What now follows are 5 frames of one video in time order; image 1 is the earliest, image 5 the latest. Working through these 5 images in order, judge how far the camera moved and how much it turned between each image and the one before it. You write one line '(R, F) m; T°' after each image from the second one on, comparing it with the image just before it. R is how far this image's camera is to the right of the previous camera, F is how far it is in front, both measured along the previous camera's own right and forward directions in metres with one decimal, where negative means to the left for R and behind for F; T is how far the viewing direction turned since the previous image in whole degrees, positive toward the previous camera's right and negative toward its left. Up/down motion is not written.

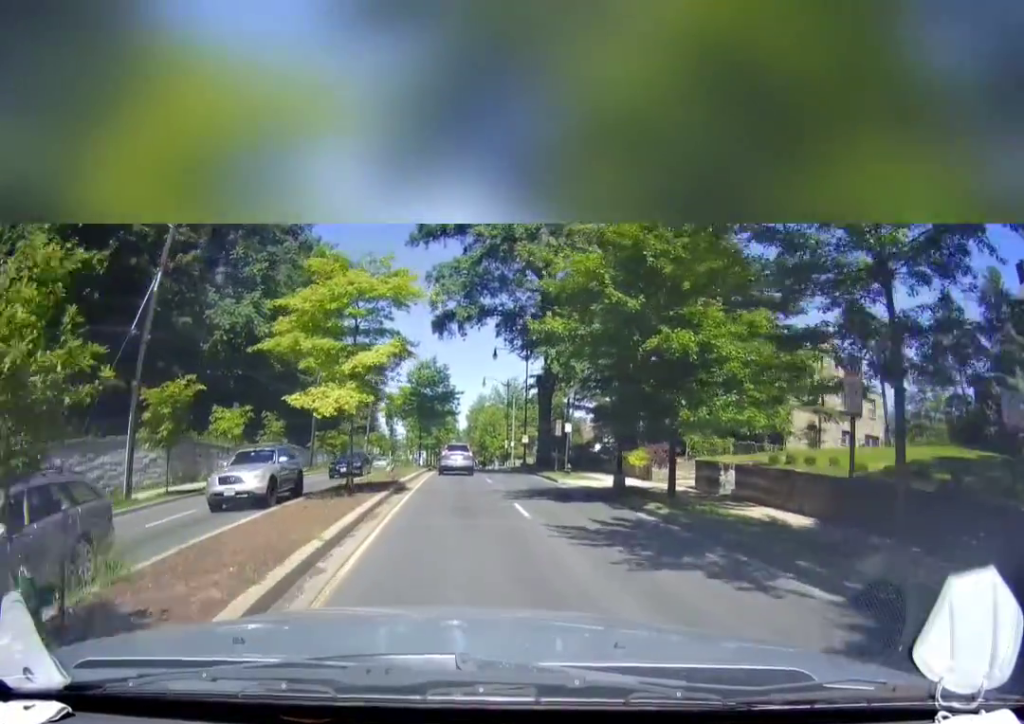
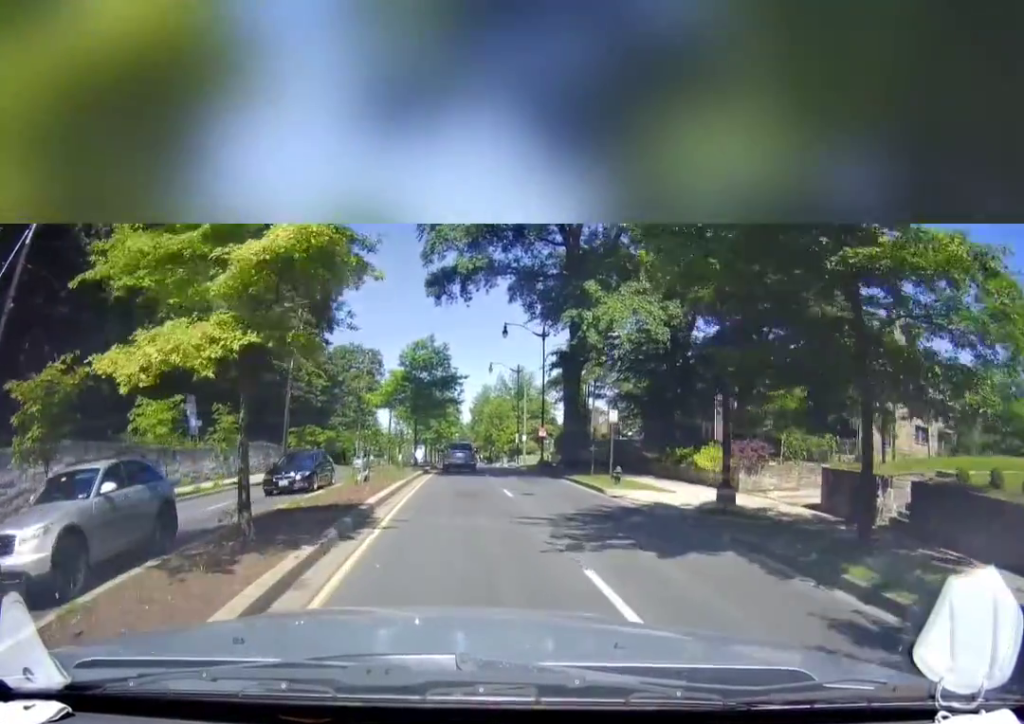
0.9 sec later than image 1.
(0.0, +8.7) m; -1°
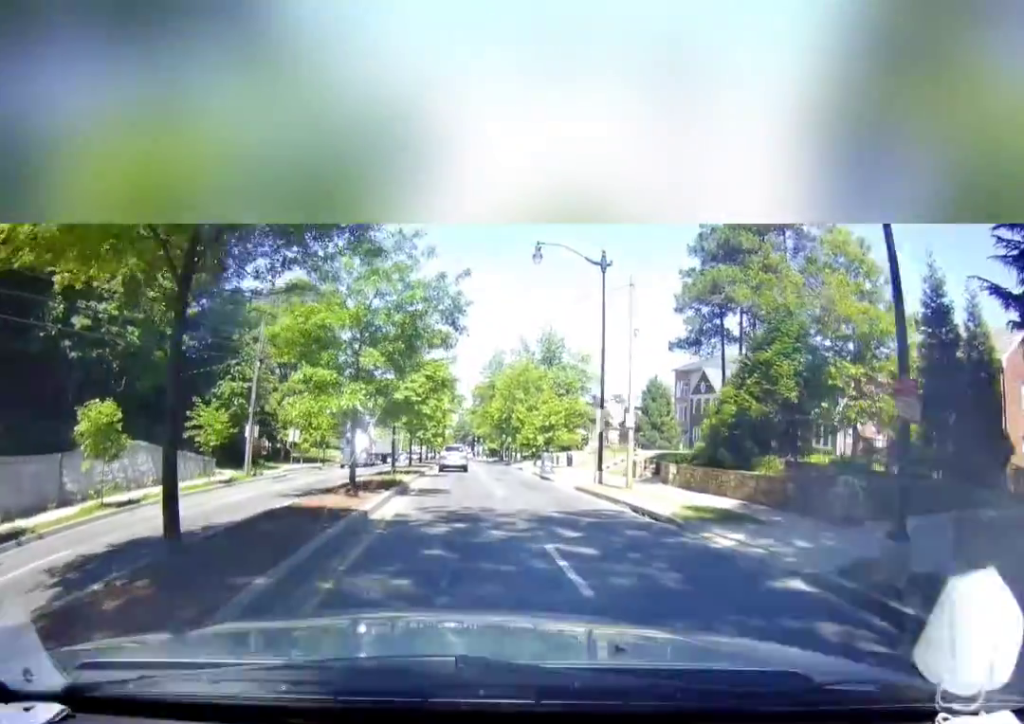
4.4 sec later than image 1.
(-0.9, +34.5) m; -2°
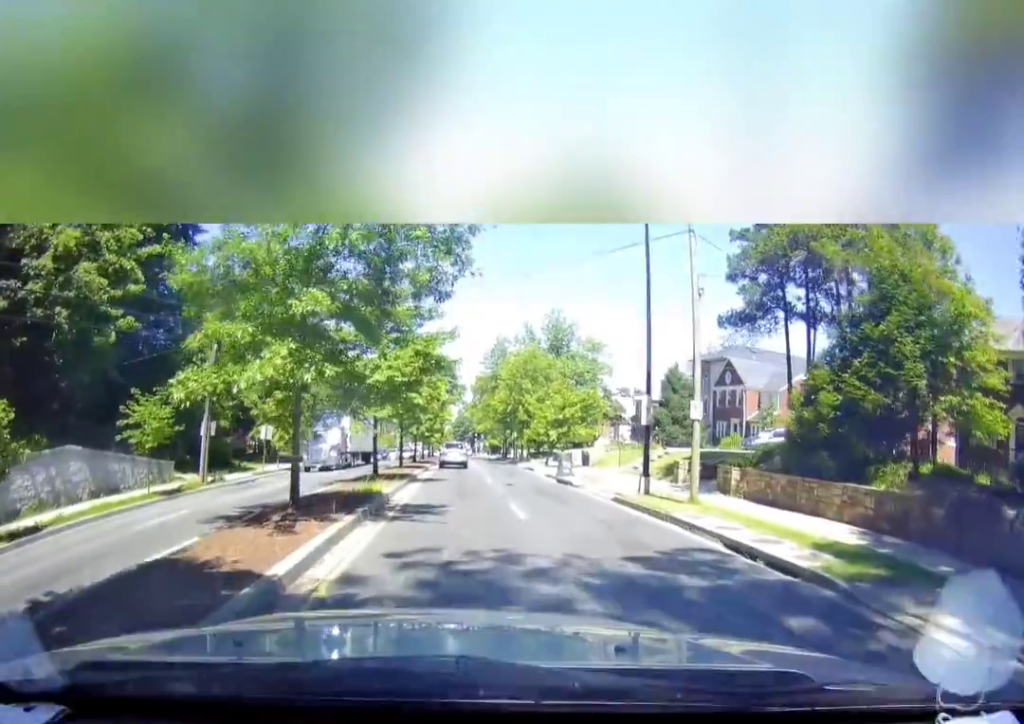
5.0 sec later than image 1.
(0.0, +5.9) m; 0°
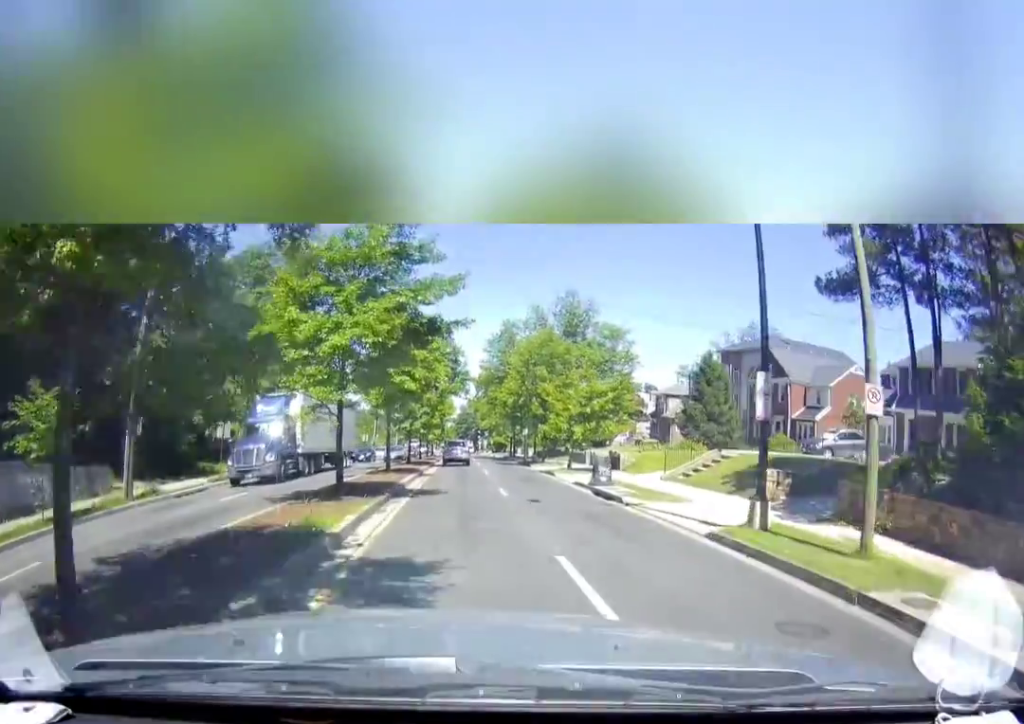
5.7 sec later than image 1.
(0.0, +6.8) m; 0°
